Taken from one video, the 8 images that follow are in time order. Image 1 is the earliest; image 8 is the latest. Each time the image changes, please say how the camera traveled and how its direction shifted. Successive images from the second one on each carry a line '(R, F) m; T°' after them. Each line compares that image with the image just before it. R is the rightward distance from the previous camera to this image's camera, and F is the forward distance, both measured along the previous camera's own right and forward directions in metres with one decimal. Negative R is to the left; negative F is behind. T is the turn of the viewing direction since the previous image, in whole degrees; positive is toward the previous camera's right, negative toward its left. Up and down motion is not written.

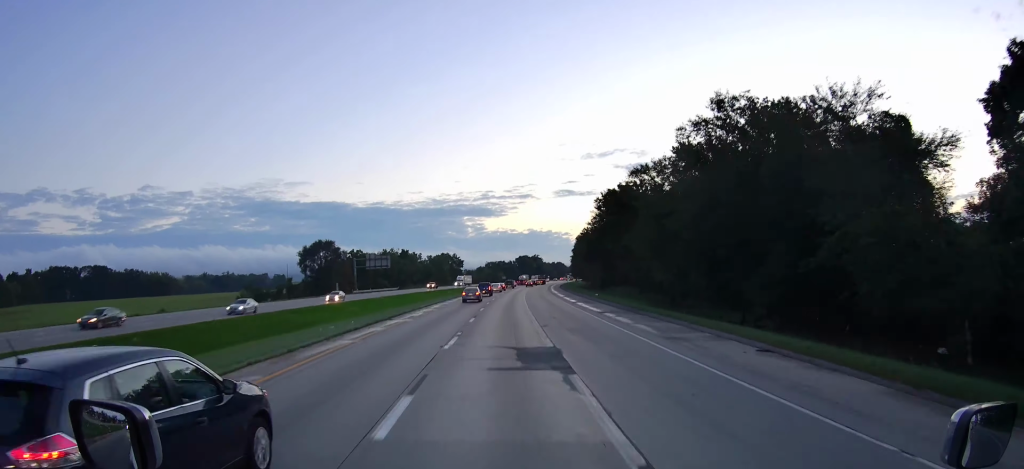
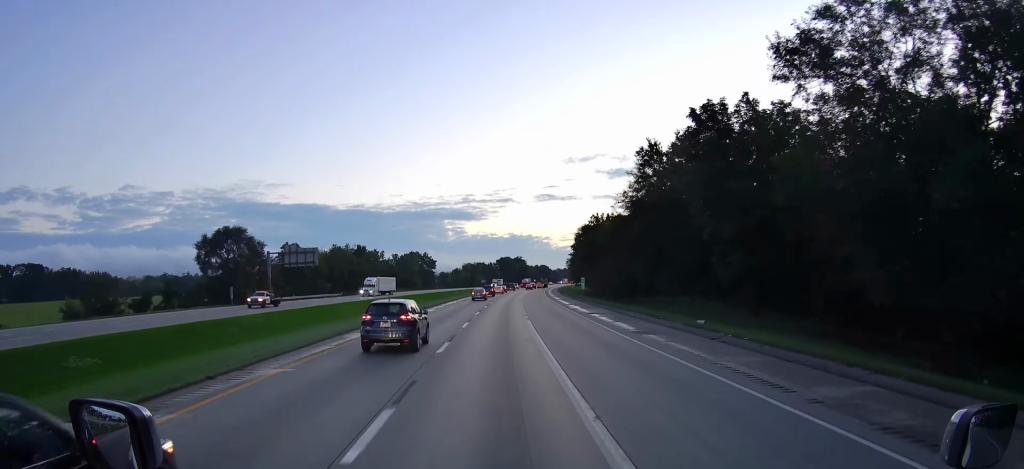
(+1.0, +50.0) m; +2°
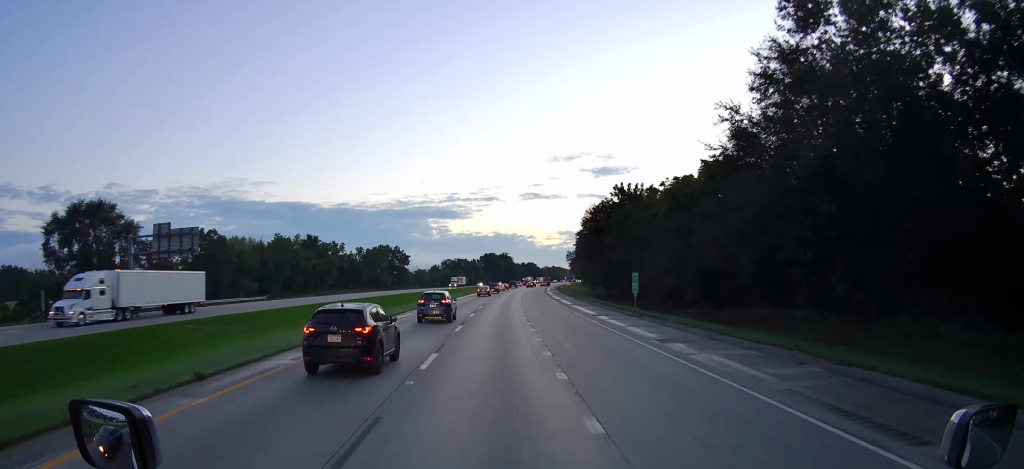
(+0.5, +41.2) m; +1°
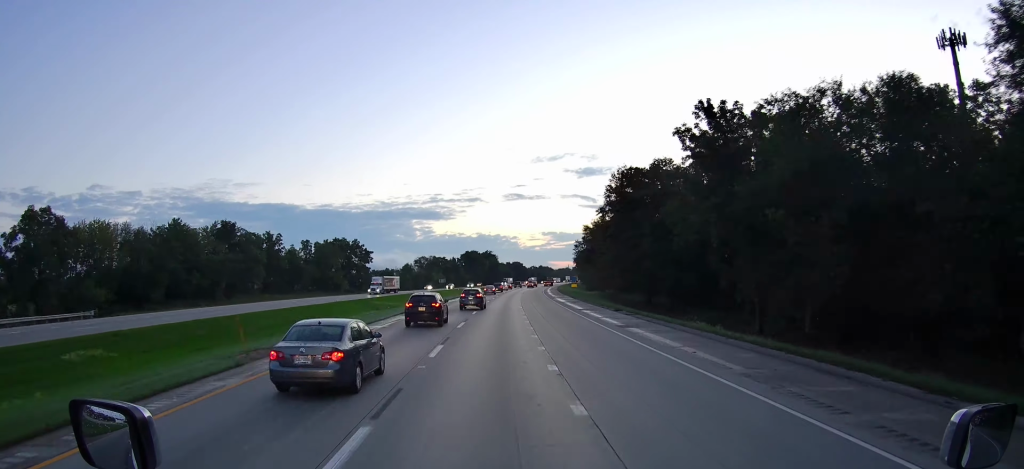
(+0.4, +46.0) m; +1°
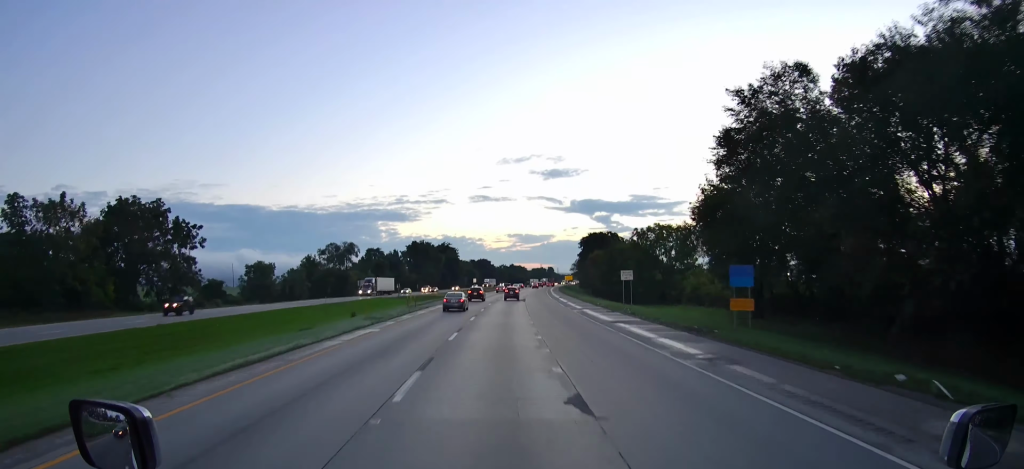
(+2.4, +103.4) m; +4°
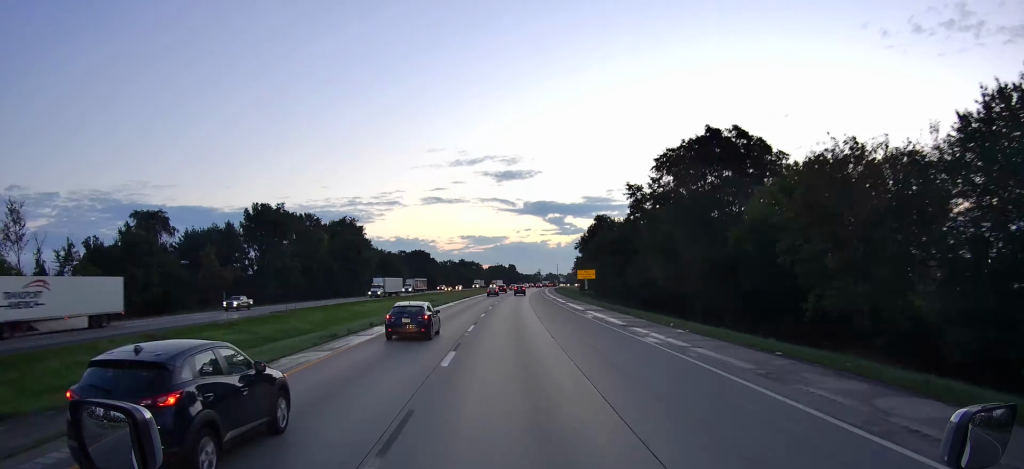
(+5.0, +129.9) m; +4°
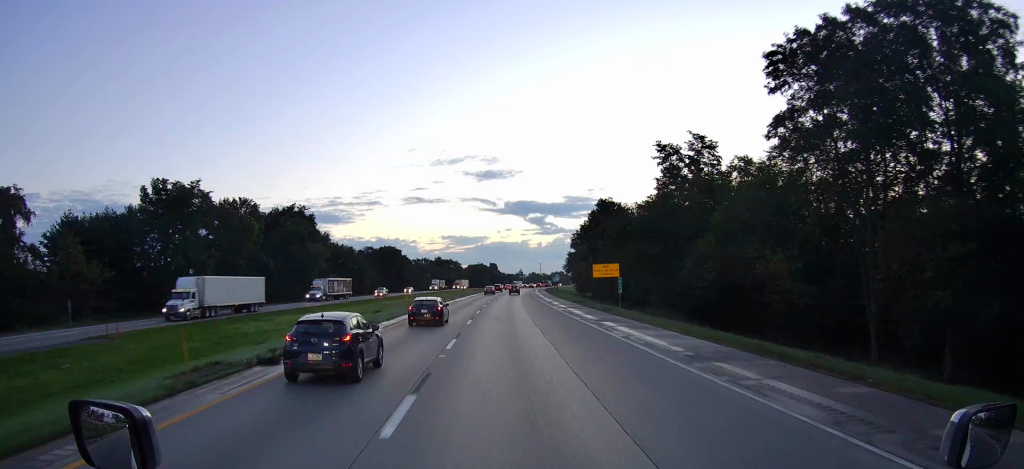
(+0.8, +32.1) m; +1°
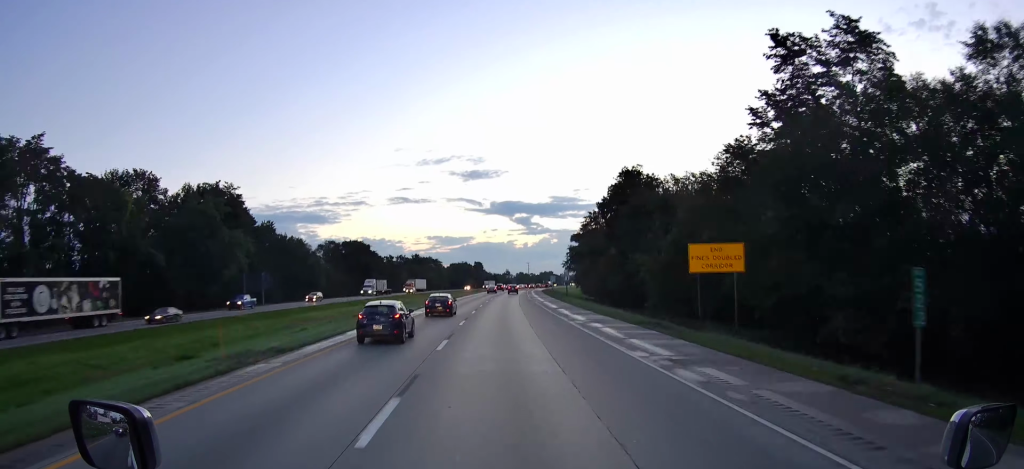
(+0.4, +36.8) m; +1°
